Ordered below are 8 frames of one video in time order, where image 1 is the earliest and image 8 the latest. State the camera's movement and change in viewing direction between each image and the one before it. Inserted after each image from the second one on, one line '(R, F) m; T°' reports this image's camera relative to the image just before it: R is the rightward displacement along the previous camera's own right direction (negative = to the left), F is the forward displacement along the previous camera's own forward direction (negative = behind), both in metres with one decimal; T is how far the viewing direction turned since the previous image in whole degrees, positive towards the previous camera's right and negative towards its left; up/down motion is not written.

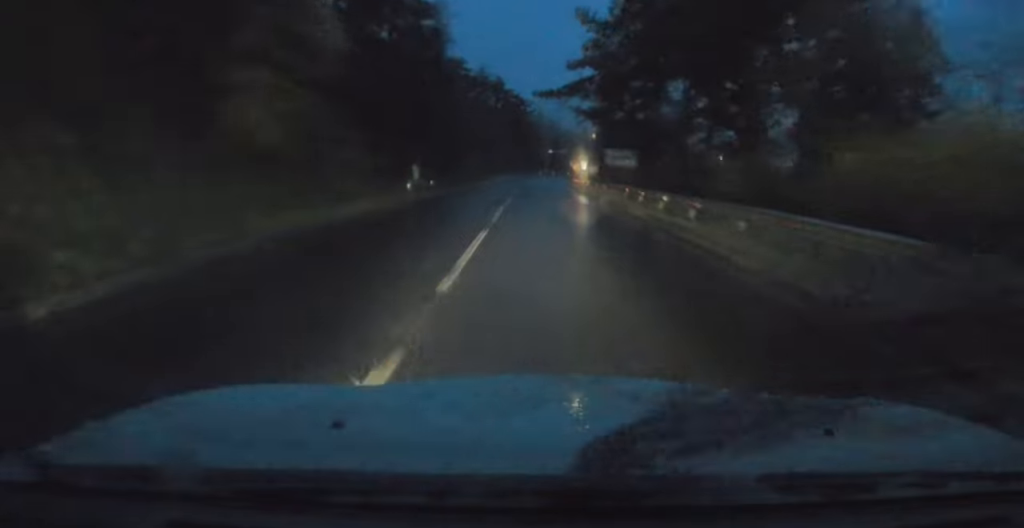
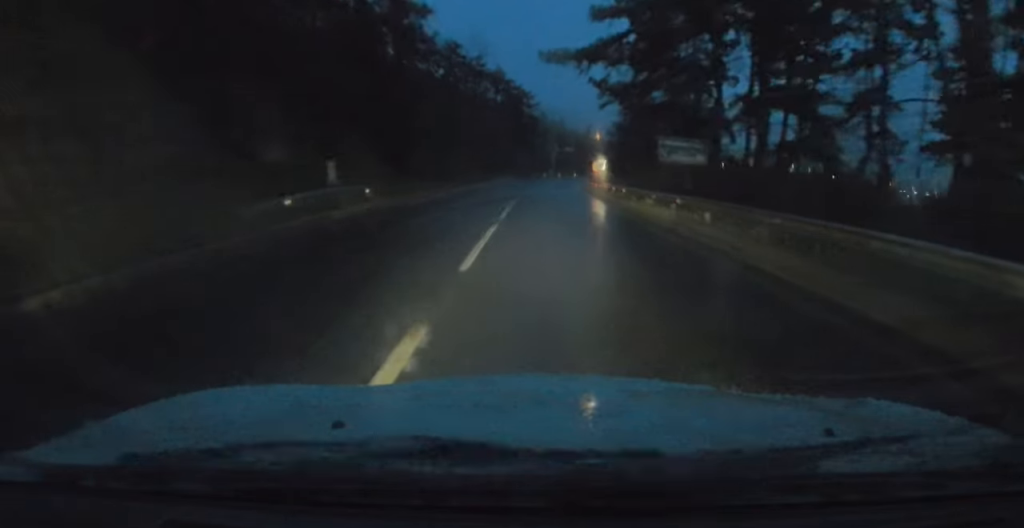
(+0.1, +16.4) m; +2°
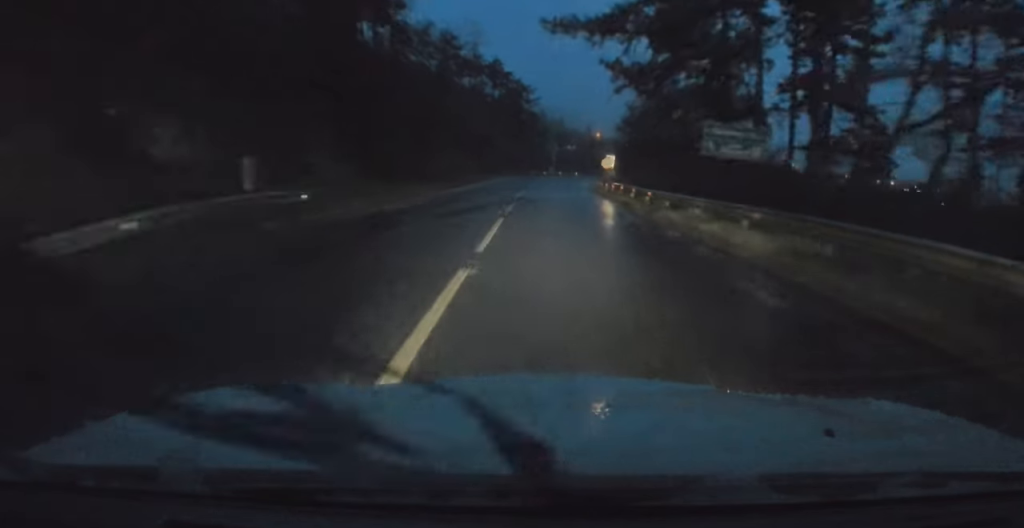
(+0.2, +6.5) m; +1°
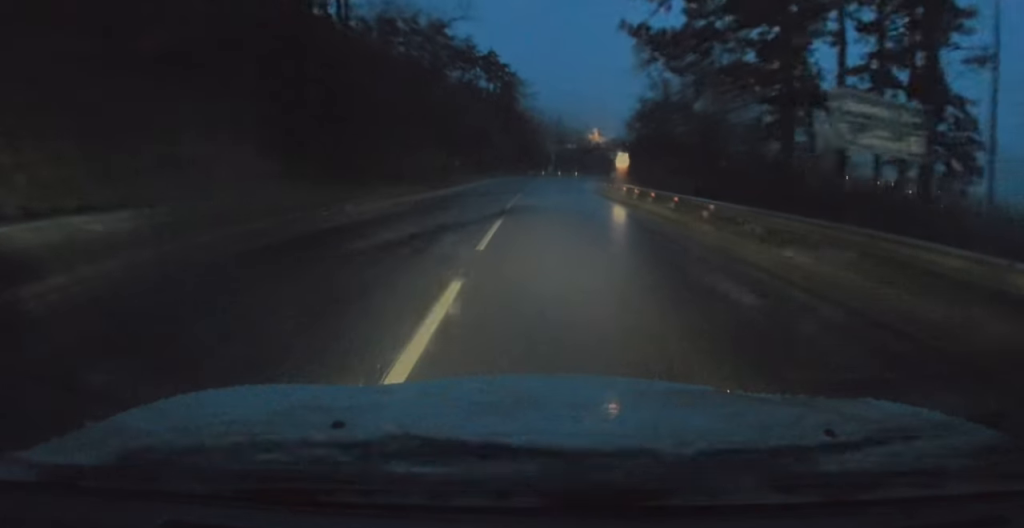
(+0.1, +8.6) m; +1°
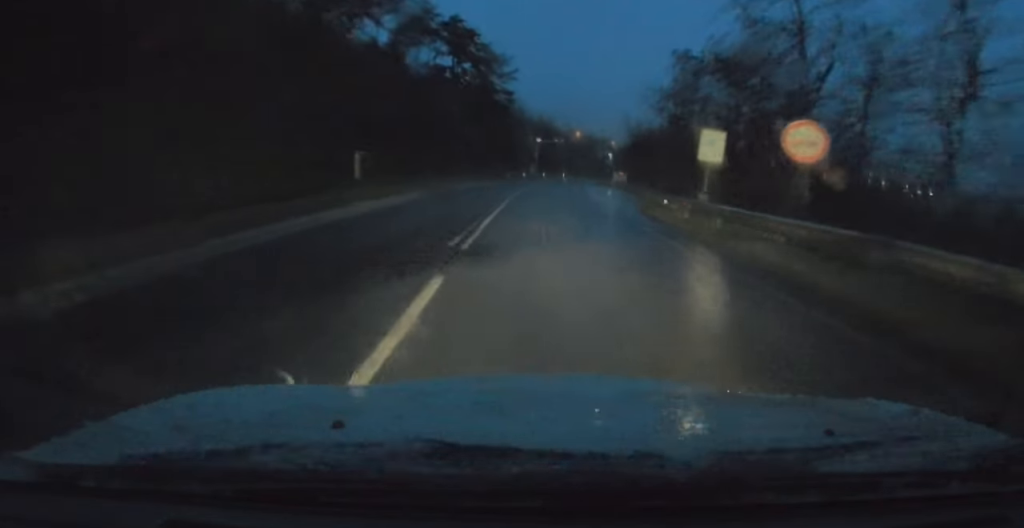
(0.0, +25.7) m; +1°
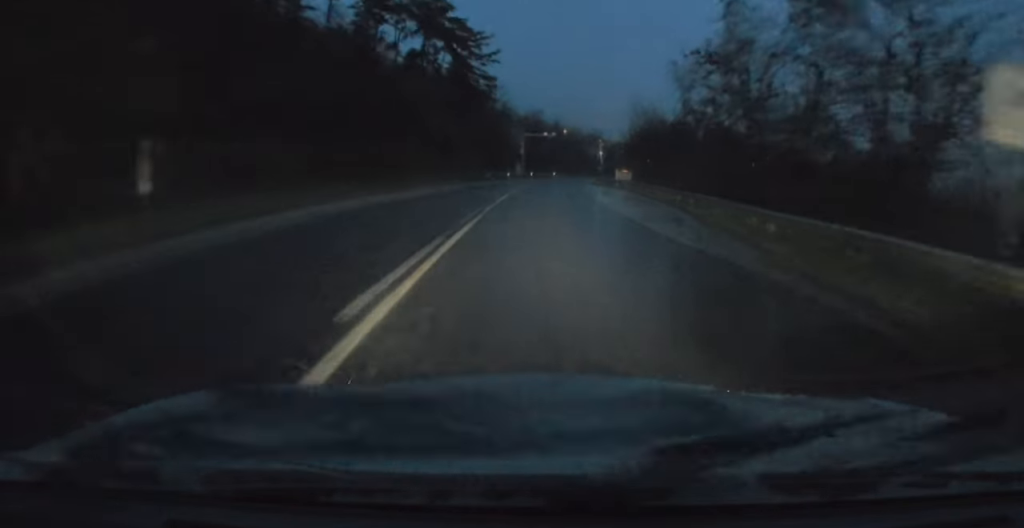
(+0.2, +14.0) m; +1°
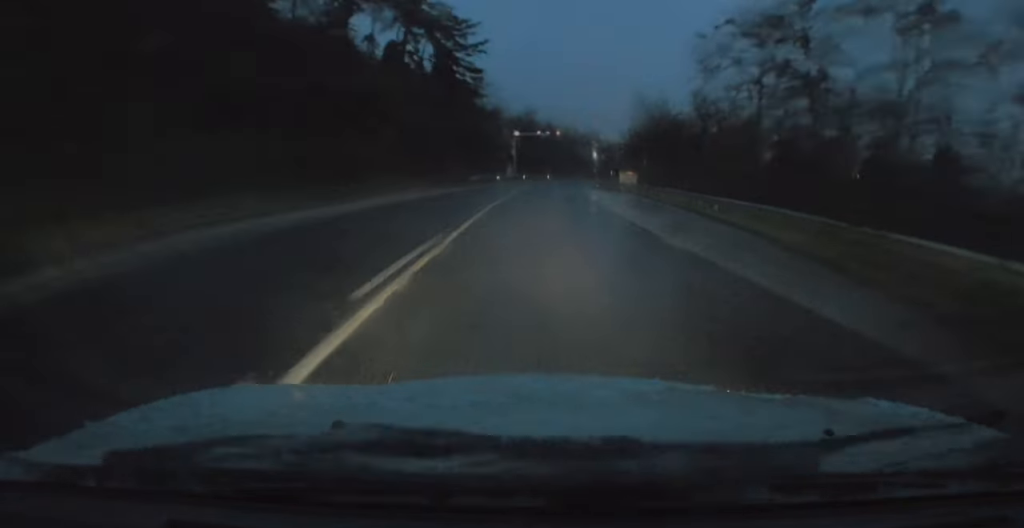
(+0.1, +7.9) m; +1°
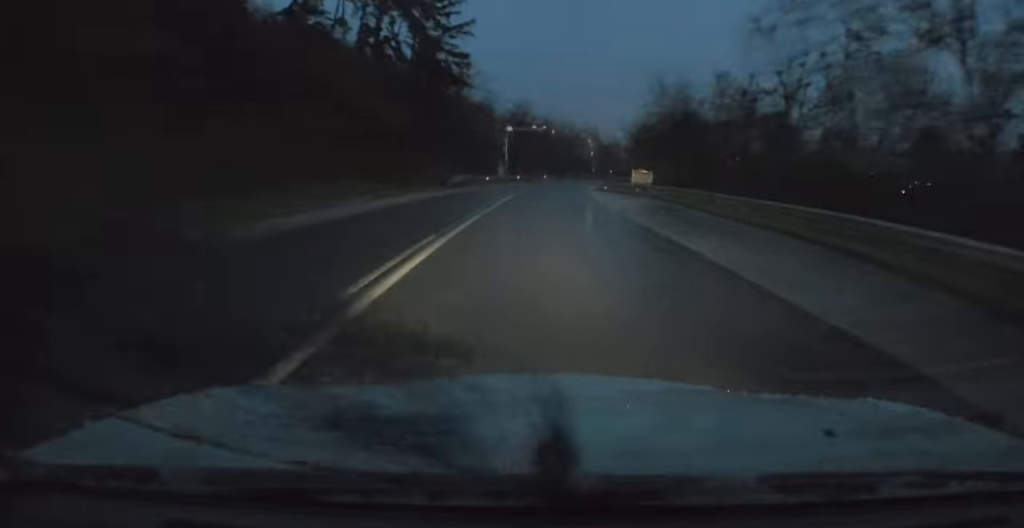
(+0.1, +9.5) m; 0°
